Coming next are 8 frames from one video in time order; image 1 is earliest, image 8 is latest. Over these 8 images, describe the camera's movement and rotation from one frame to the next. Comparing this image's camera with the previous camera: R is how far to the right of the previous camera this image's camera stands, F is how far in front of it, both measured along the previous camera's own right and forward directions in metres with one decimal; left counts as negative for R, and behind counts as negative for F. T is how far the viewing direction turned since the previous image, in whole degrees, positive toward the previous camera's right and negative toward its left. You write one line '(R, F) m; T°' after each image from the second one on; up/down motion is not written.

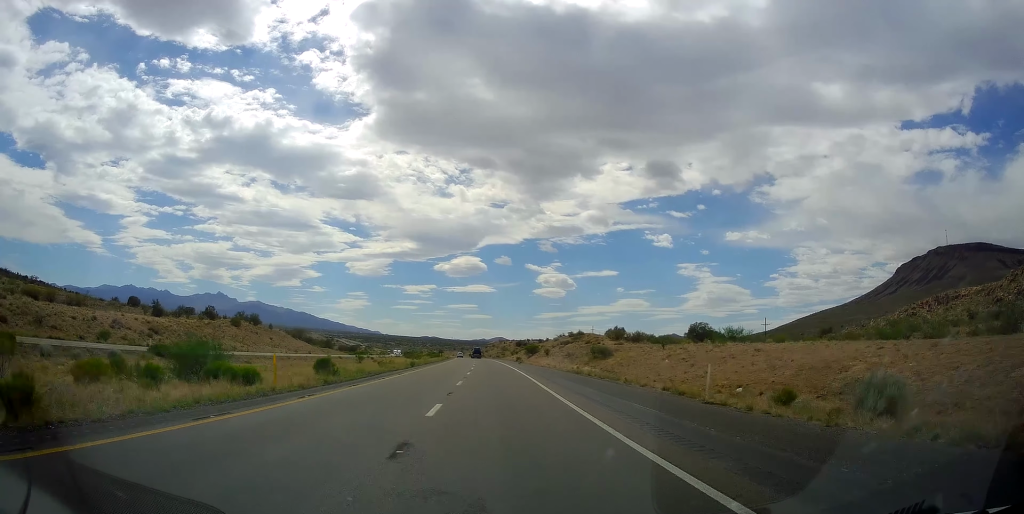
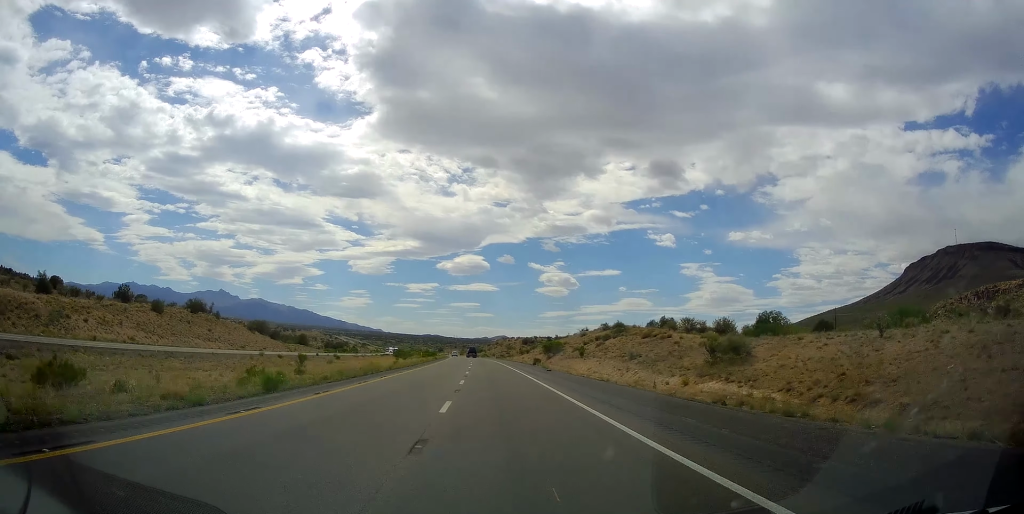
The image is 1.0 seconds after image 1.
(-0.7, +36.3) m; -2°
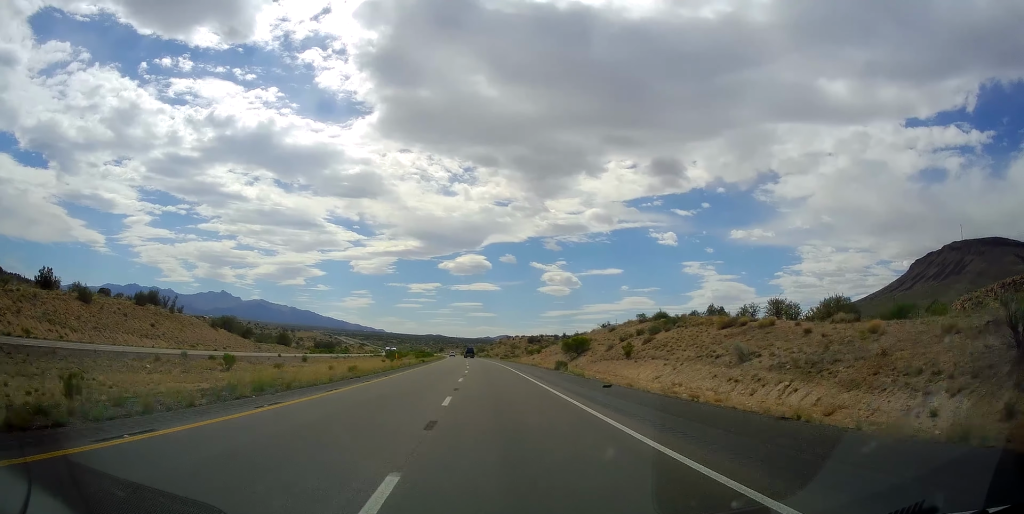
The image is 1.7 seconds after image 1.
(-0.4, +22.3) m; 0°
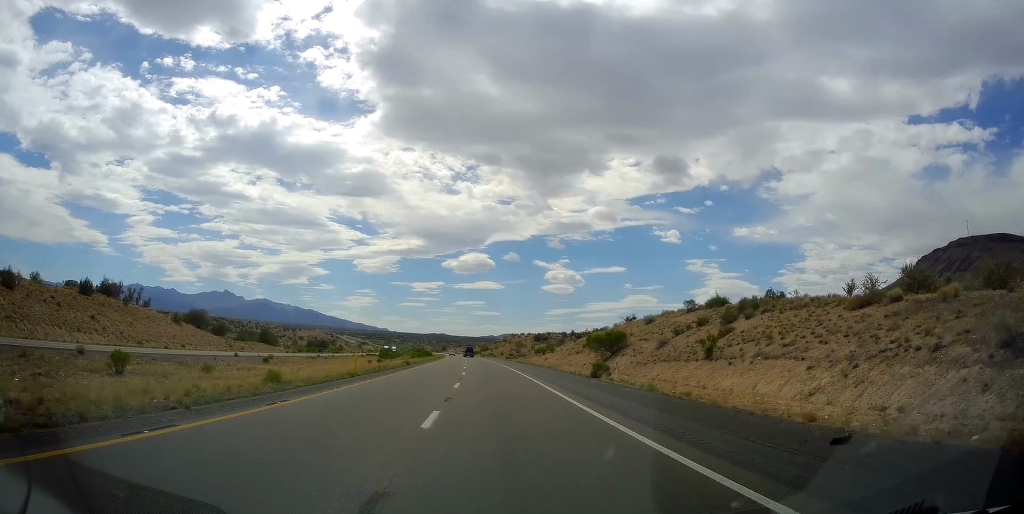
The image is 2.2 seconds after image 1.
(+0.2, +17.6) m; +1°
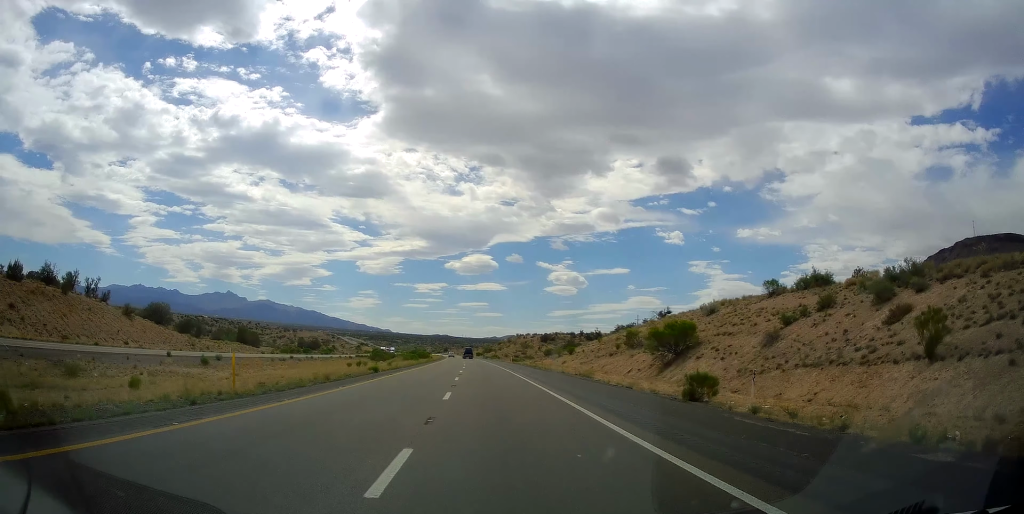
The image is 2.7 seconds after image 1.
(+0.1, +17.6) m; 0°
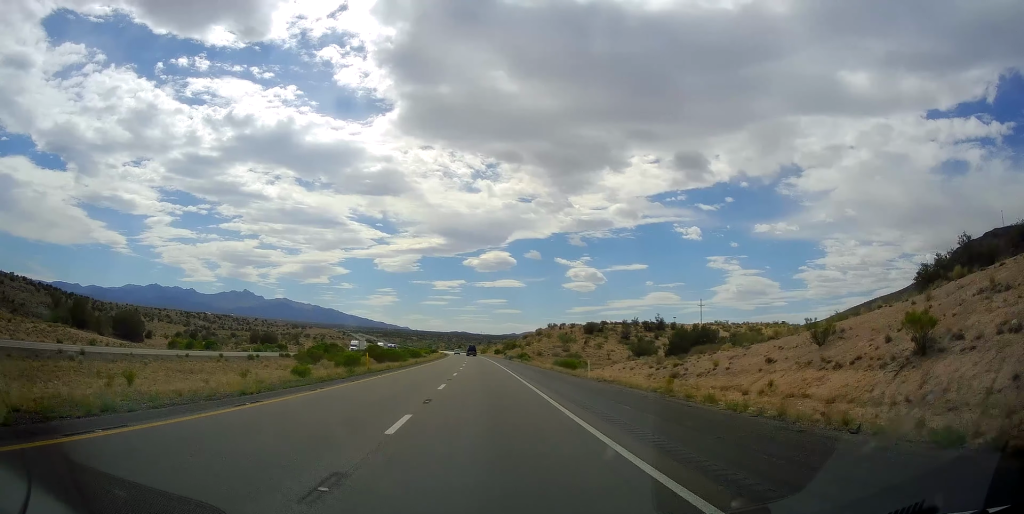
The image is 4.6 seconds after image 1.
(0.0, +68.7) m; -1°
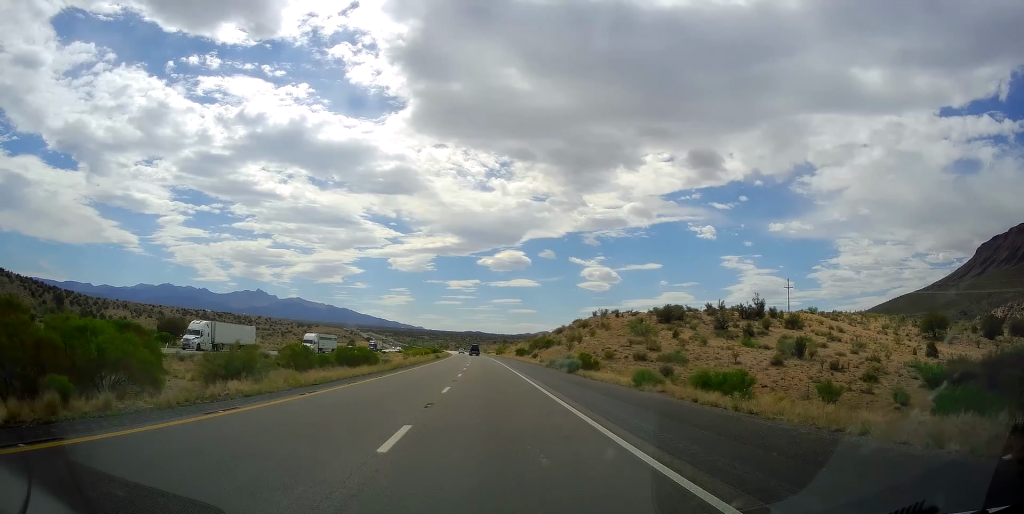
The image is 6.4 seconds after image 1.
(-0.9, +62.6) m; -1°
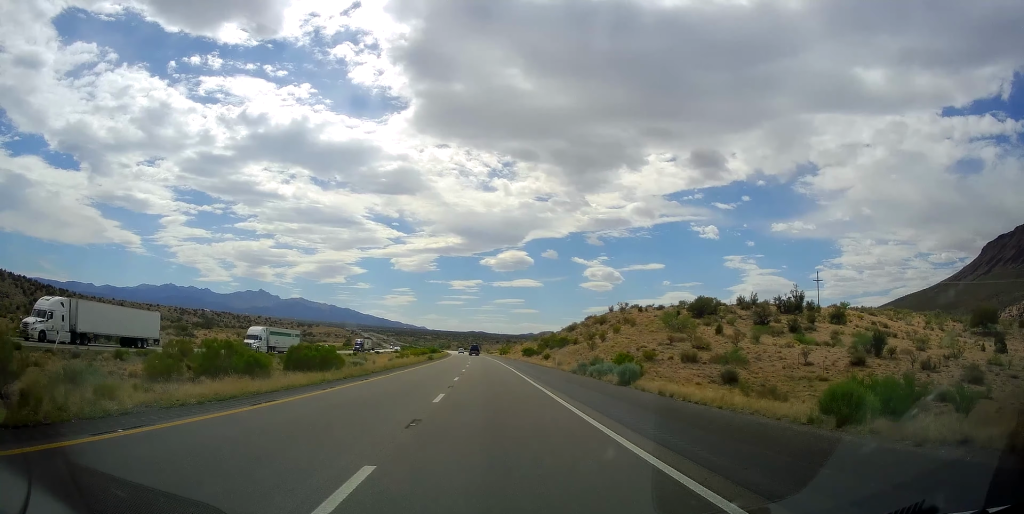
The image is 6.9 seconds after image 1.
(0.0, +16.2) m; 0°
